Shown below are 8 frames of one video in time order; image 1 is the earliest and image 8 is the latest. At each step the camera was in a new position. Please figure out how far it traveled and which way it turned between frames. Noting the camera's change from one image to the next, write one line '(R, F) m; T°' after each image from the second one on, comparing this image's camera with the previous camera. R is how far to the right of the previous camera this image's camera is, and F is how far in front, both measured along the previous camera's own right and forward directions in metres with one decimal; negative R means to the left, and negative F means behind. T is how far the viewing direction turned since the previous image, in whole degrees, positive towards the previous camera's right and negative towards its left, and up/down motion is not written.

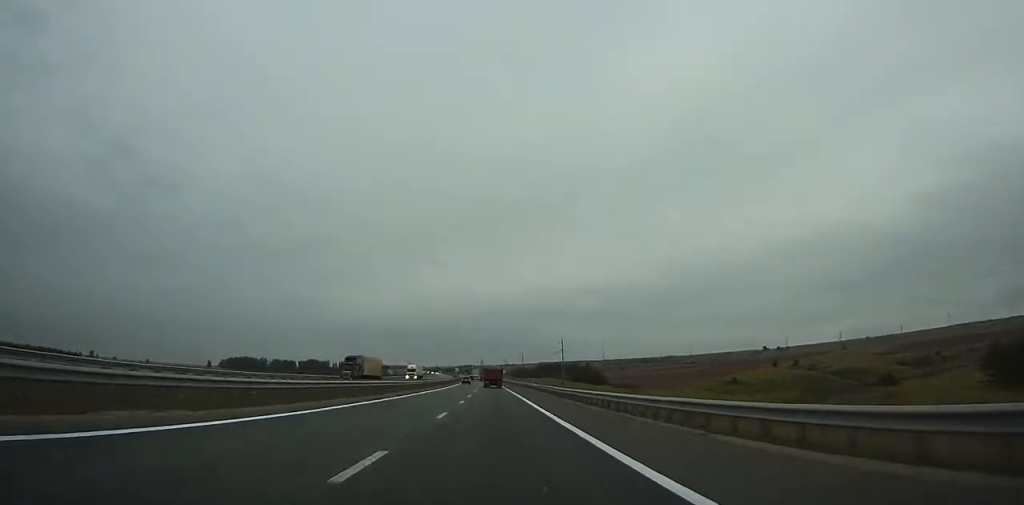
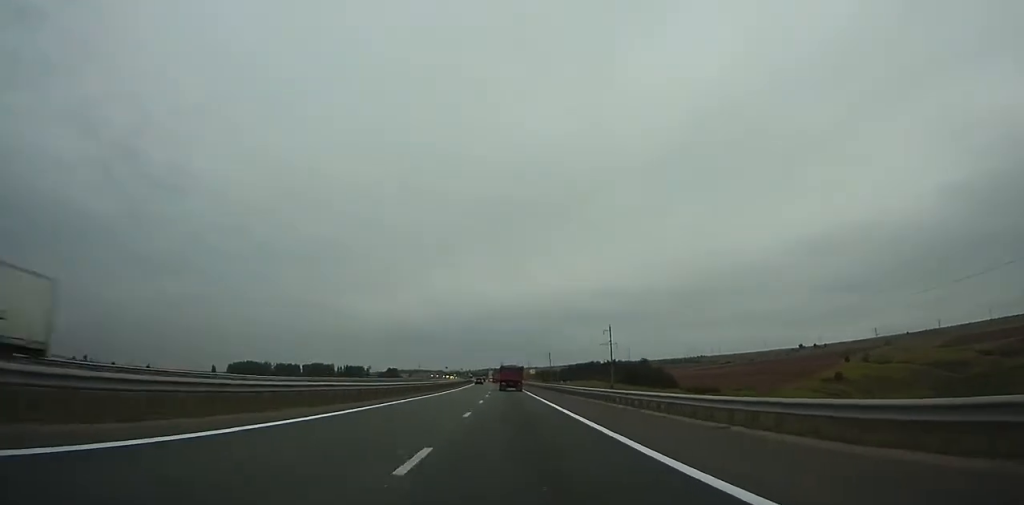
(-0.8, +72.7) m; -1°
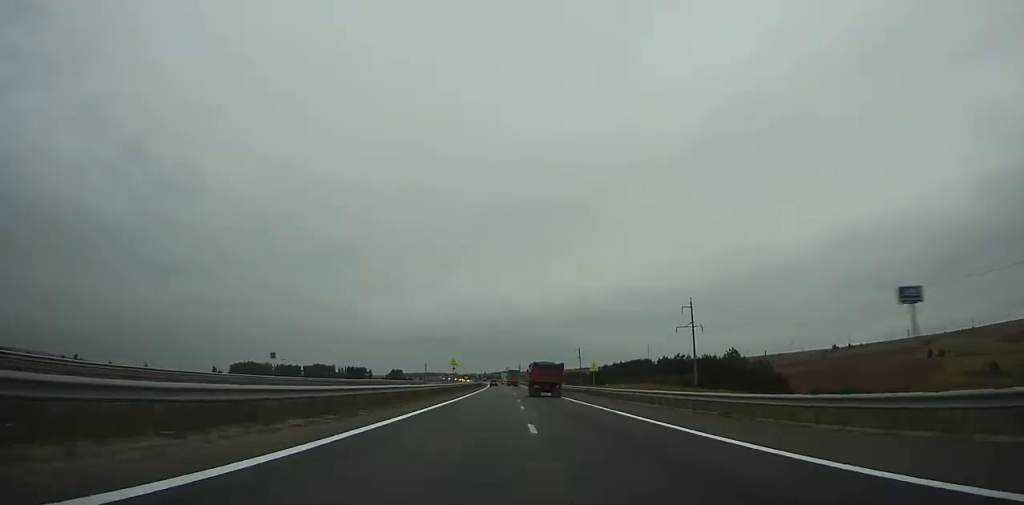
(-1.0, +64.3) m; -1°
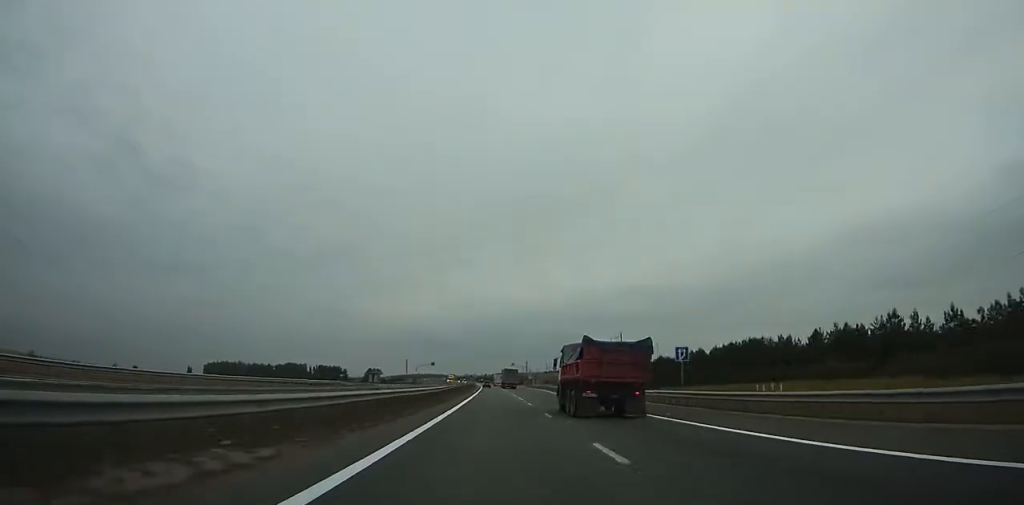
(-0.9, +99.7) m; -1°
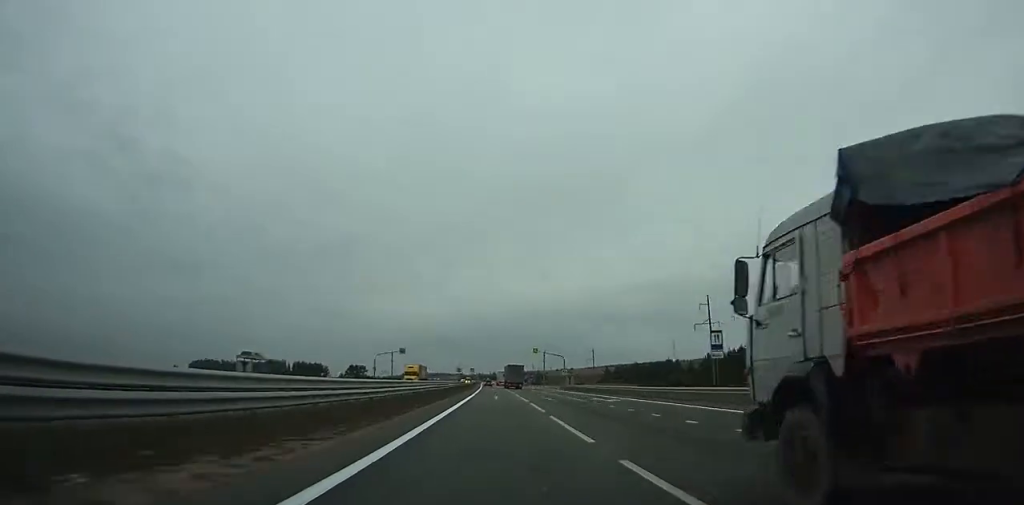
(-0.4, +78.8) m; -1°
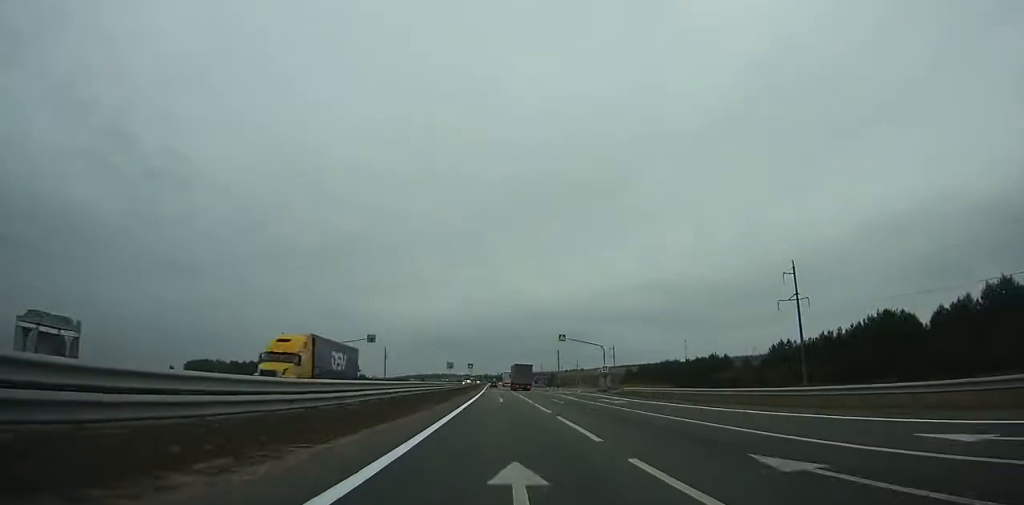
(-0.4, +35.5) m; 0°
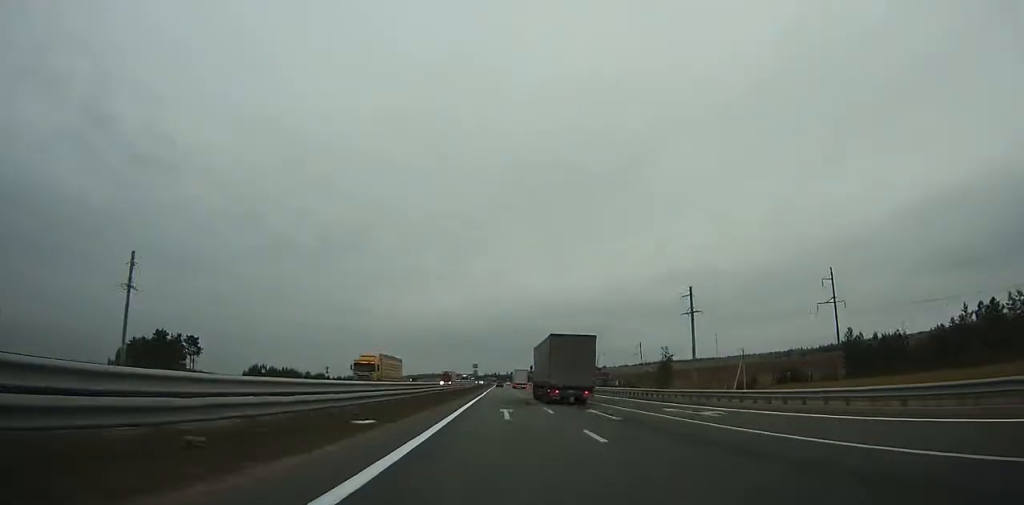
(-2.6, +181.4) m; -1°
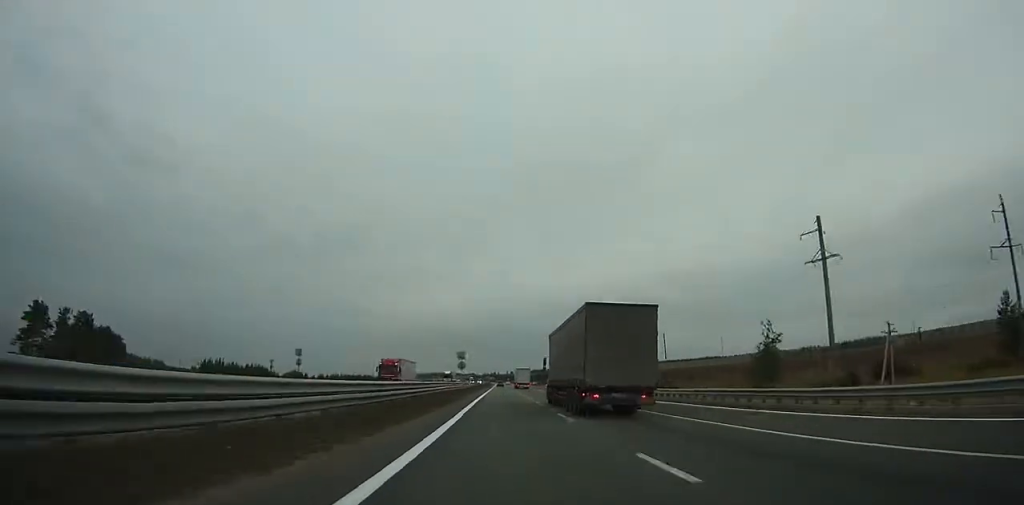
(0.0, +41.6) m; 0°
